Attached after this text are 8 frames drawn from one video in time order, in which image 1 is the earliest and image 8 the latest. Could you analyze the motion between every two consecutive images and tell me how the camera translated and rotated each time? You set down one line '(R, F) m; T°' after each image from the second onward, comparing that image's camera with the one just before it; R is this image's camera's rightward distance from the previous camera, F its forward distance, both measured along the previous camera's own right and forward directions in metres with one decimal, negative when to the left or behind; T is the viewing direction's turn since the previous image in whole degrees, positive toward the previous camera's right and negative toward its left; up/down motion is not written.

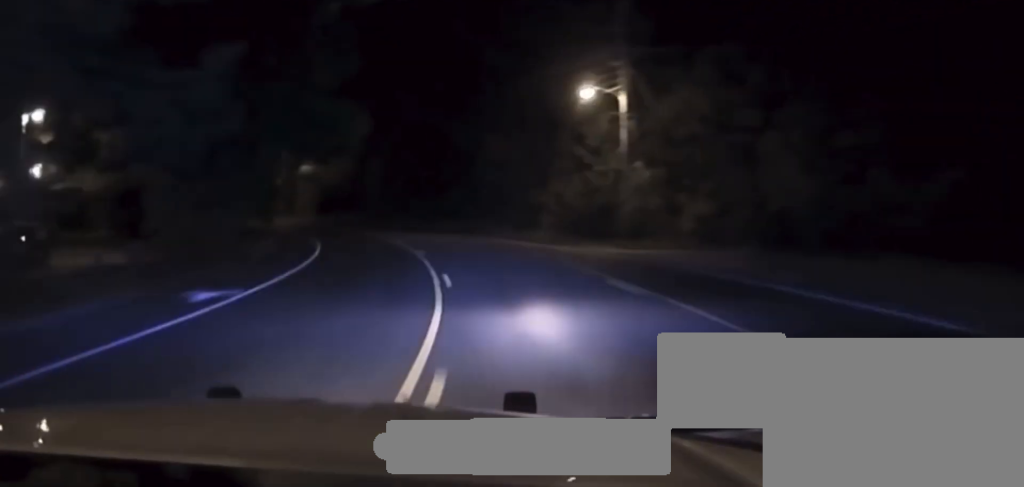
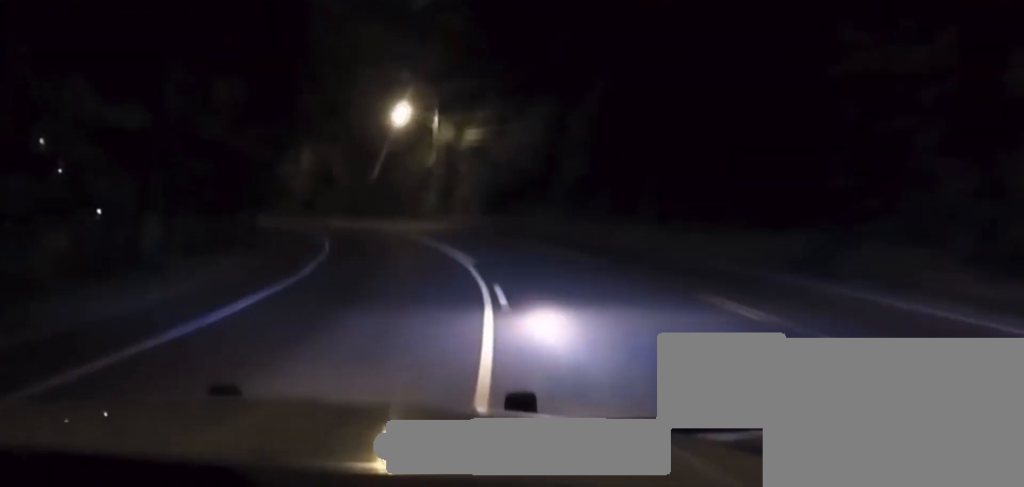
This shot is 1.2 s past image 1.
(-5.2, +39.5) m; -10°
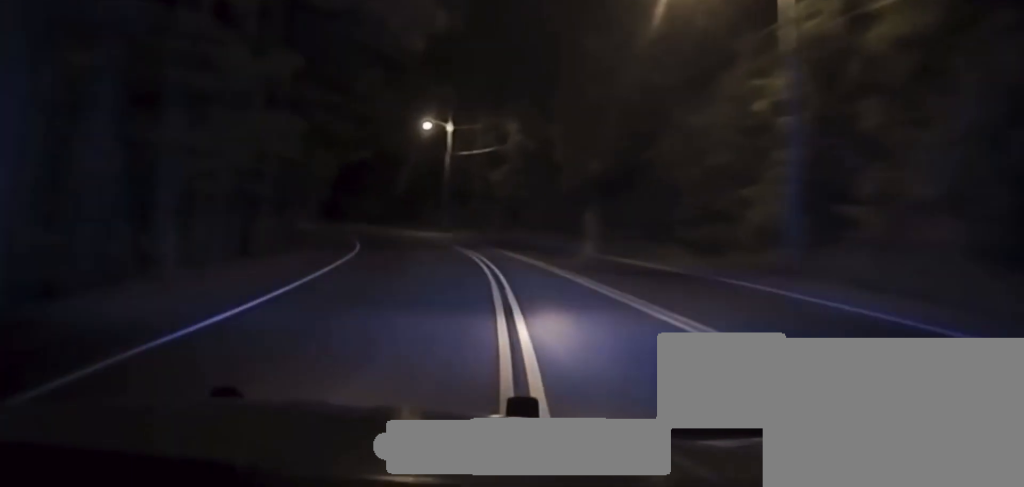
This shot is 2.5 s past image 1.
(-4.0, +43.5) m; -14°
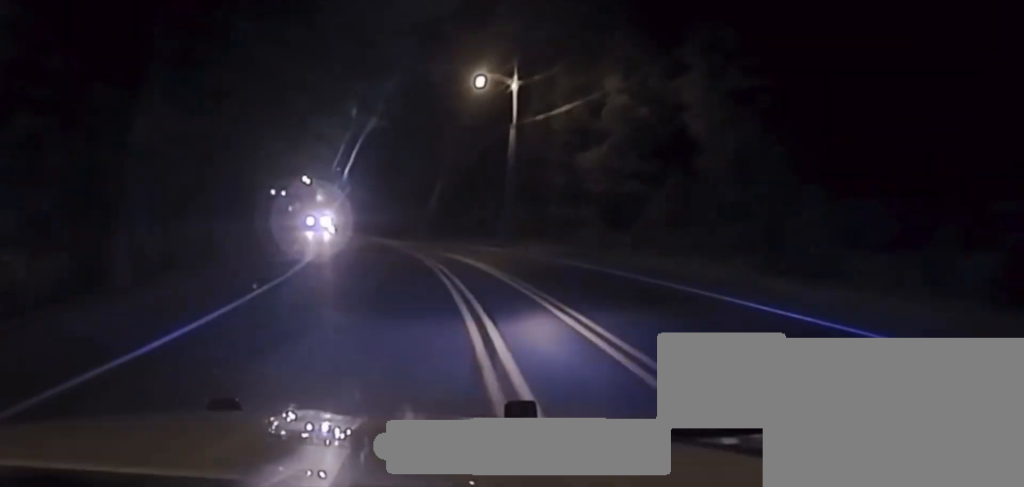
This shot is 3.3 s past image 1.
(-2.4, +25.9) m; -8°
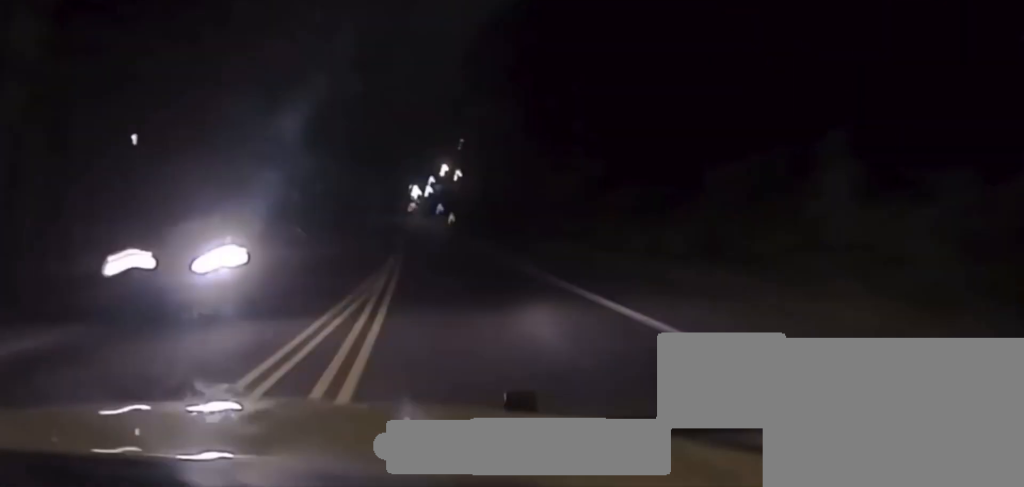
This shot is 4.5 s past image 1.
(-3.5, +44.2) m; -8°
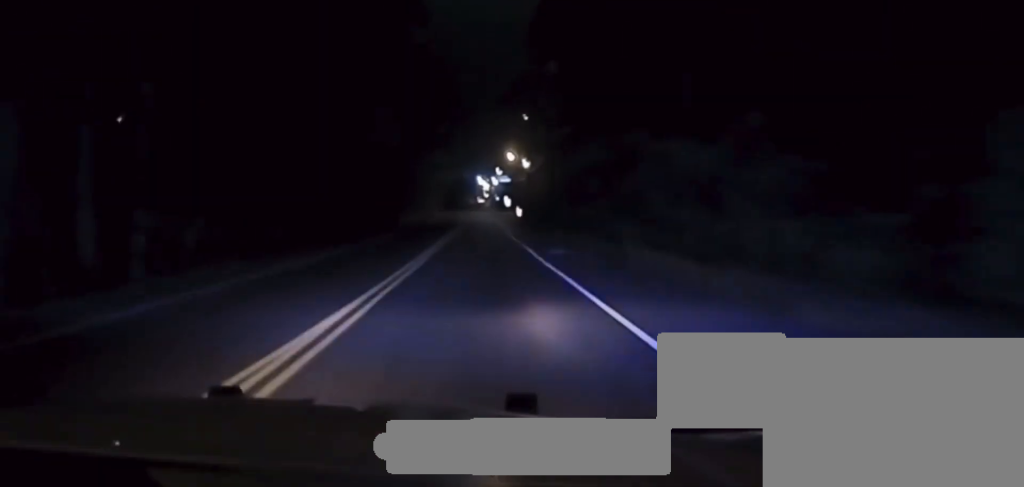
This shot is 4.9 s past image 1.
(+0.1, +15.0) m; -3°
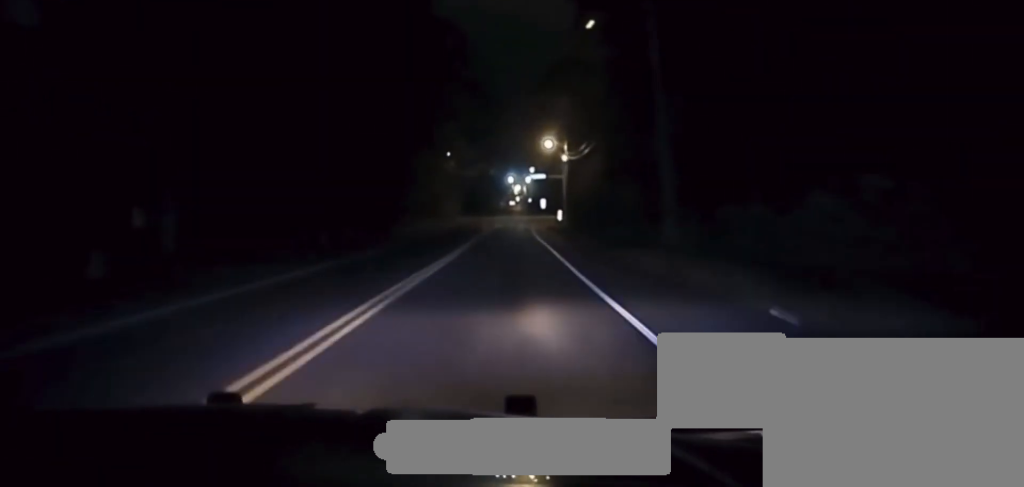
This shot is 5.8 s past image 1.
(-1.9, +31.0) m; -3°
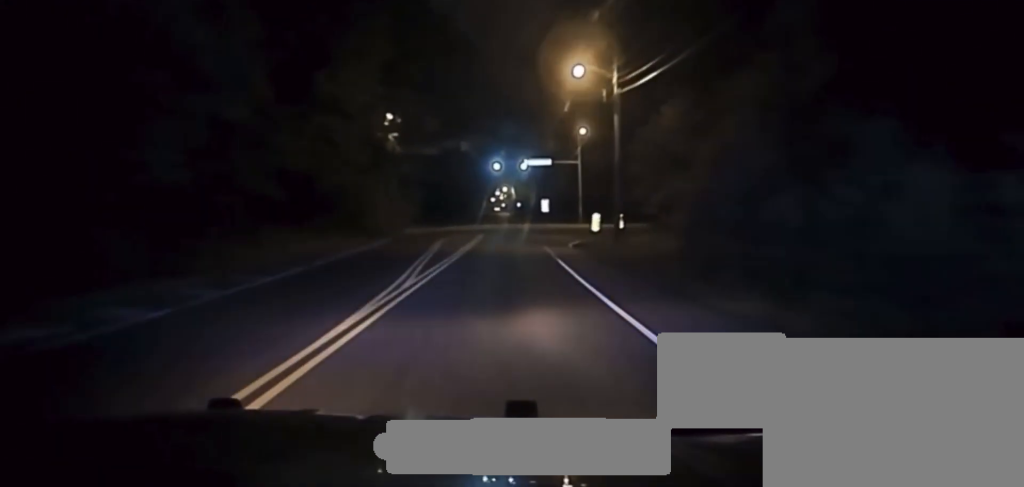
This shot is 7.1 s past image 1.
(-0.7, +53.7) m; 0°
